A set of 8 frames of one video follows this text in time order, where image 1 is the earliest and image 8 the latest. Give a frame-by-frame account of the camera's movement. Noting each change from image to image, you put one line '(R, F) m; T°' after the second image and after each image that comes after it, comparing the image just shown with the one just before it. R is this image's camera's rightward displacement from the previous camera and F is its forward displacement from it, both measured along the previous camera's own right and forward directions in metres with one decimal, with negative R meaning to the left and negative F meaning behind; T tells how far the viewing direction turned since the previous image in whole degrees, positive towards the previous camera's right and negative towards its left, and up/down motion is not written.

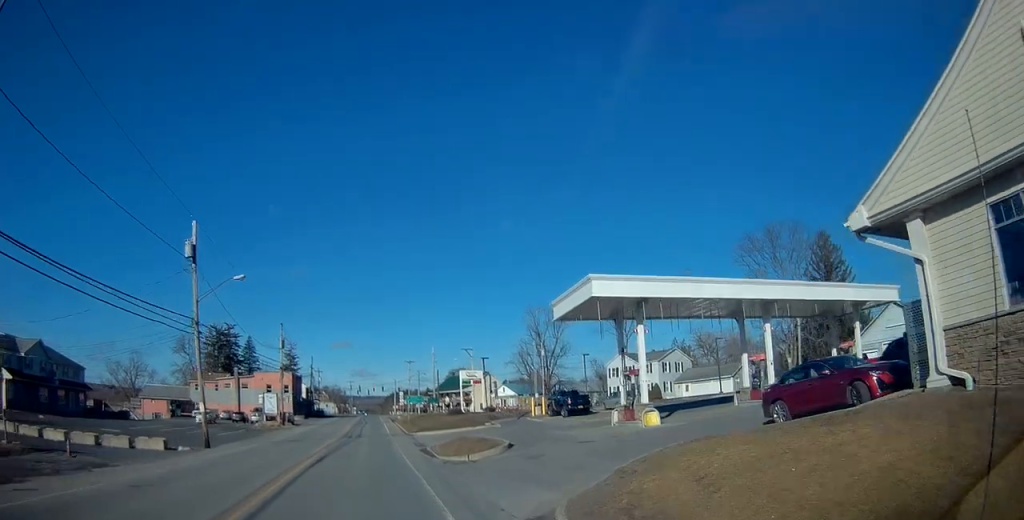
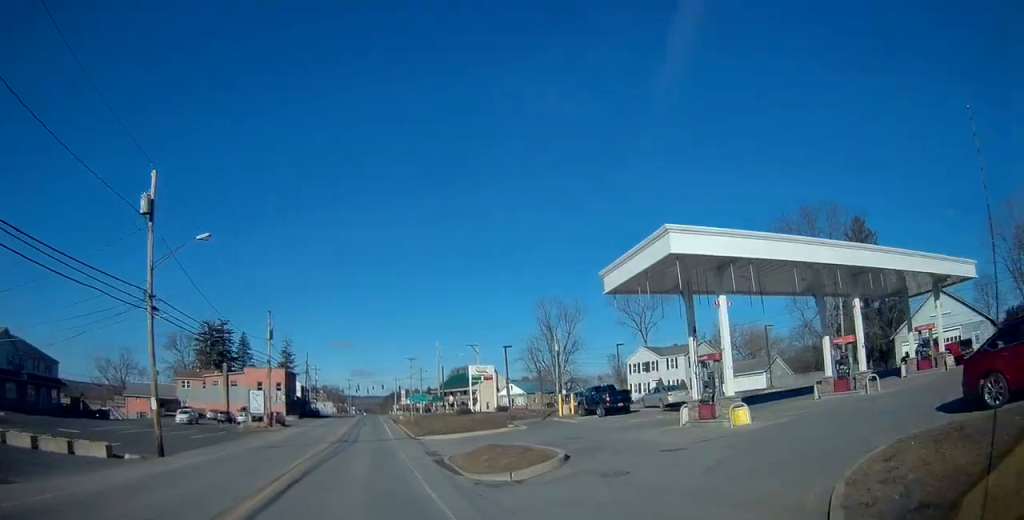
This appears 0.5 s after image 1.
(+0.1, +7.1) m; -1°
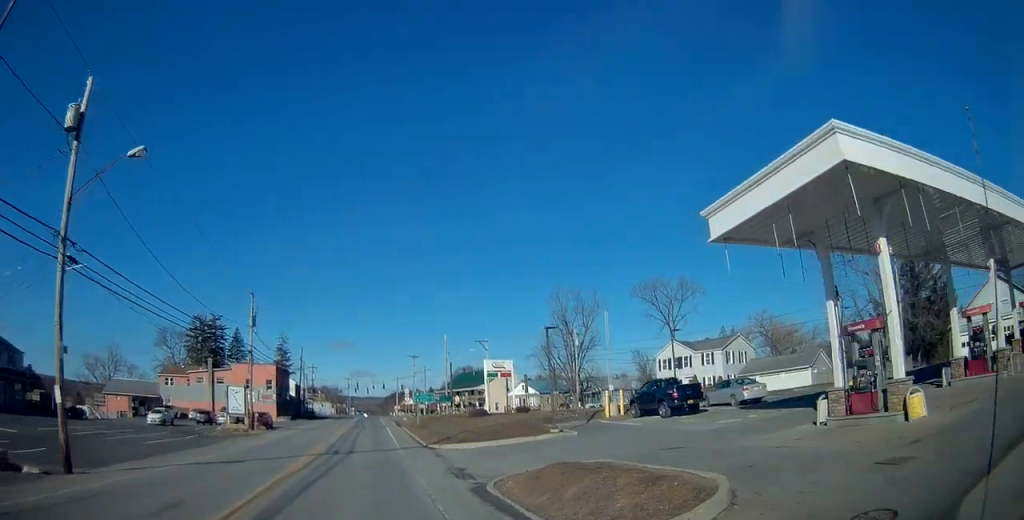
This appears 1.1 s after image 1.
(-0.2, +8.2) m; 0°
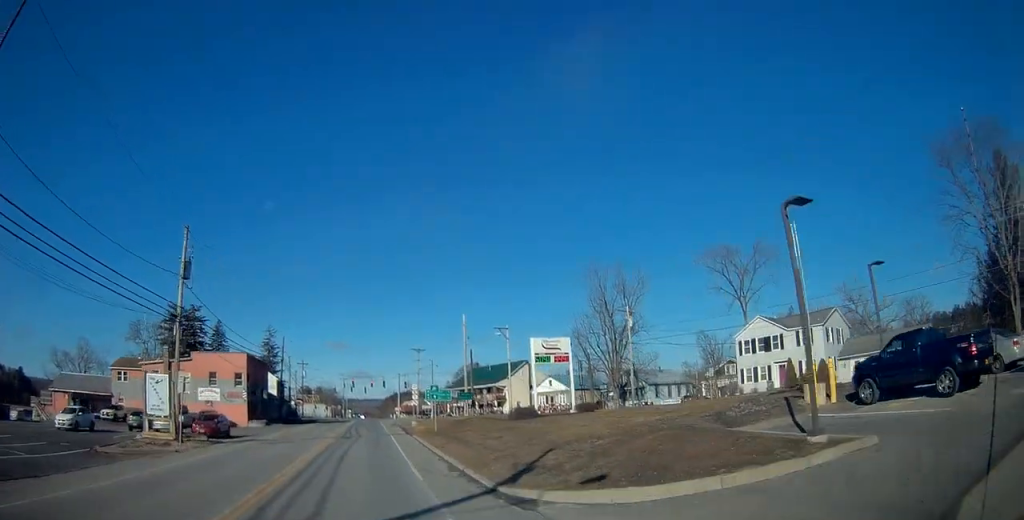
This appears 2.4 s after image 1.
(+0.3, +17.7) m; +3°
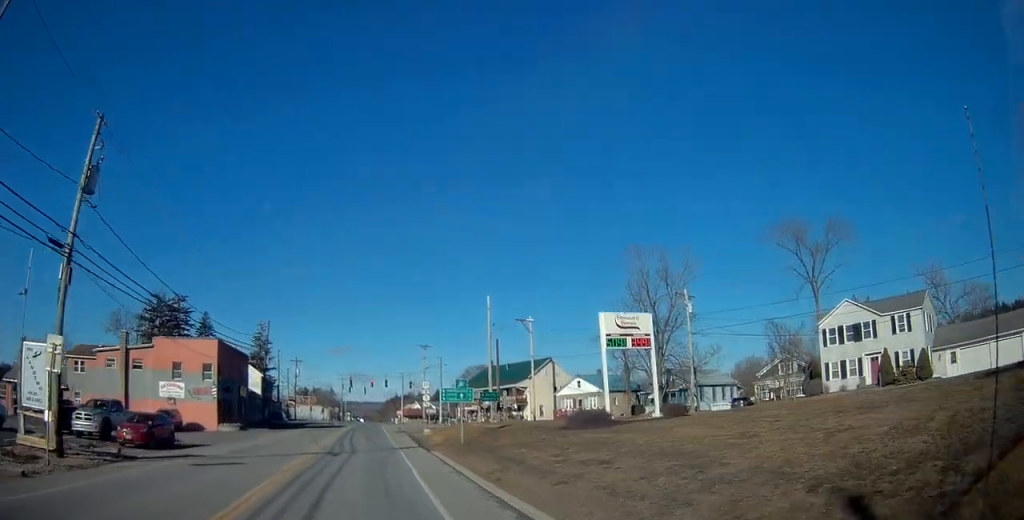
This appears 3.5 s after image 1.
(+0.2, +12.4) m; -1°
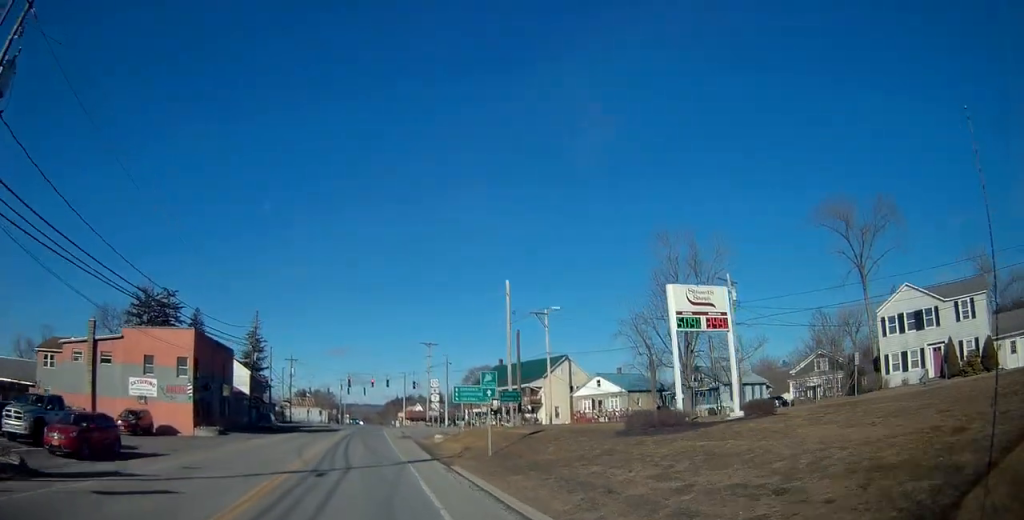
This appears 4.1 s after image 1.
(-0.3, +6.9) m; 0°
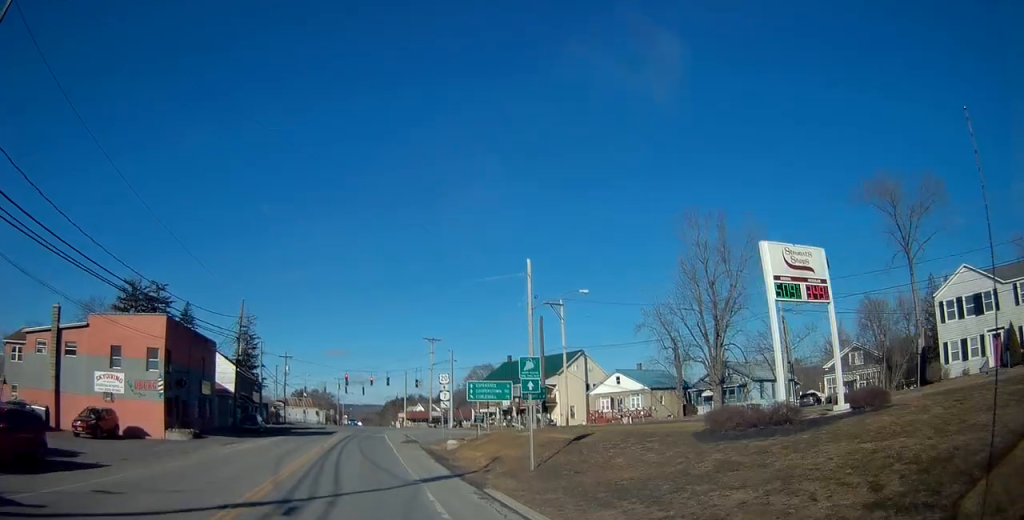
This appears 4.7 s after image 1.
(-0.1, +6.3) m; 0°
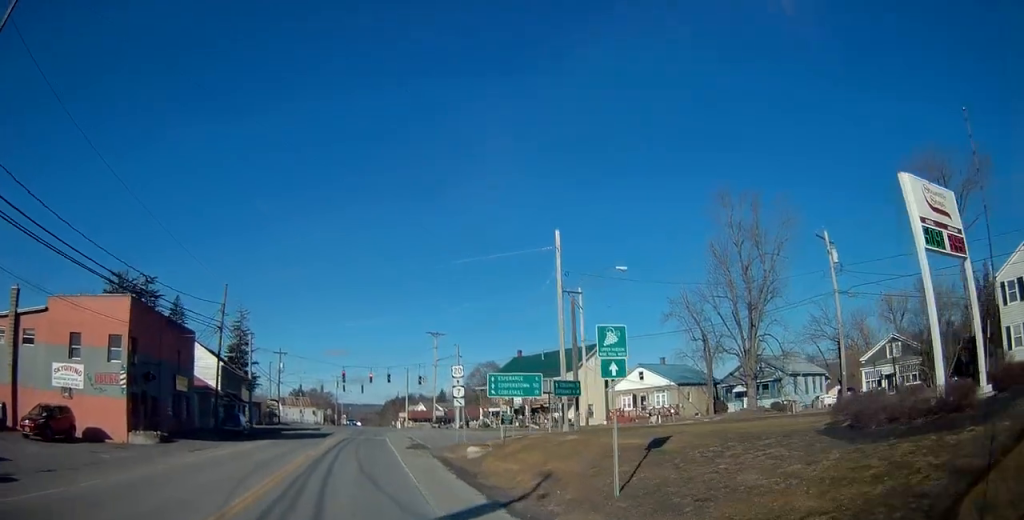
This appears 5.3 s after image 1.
(+0.3, +6.1) m; +1°
